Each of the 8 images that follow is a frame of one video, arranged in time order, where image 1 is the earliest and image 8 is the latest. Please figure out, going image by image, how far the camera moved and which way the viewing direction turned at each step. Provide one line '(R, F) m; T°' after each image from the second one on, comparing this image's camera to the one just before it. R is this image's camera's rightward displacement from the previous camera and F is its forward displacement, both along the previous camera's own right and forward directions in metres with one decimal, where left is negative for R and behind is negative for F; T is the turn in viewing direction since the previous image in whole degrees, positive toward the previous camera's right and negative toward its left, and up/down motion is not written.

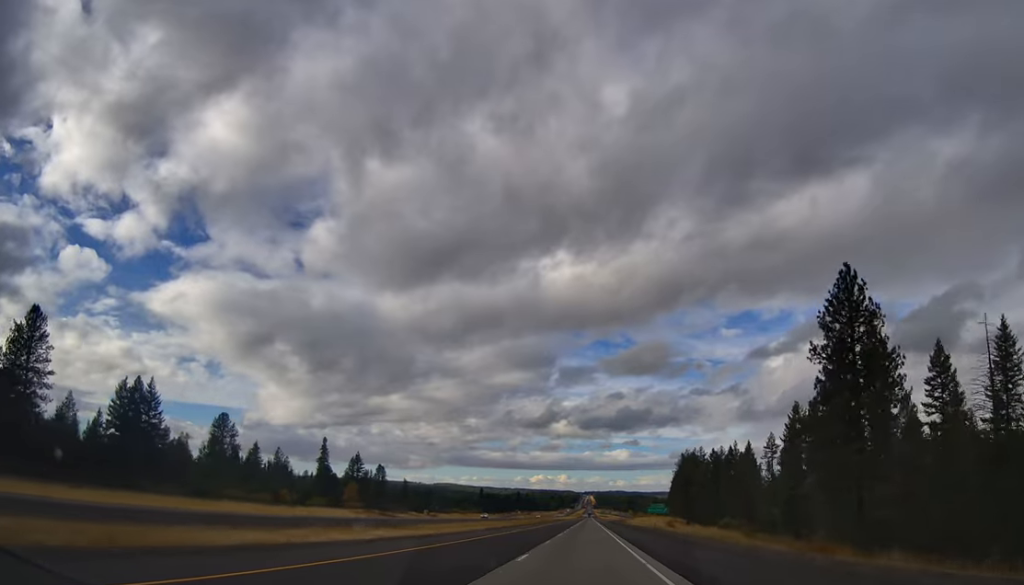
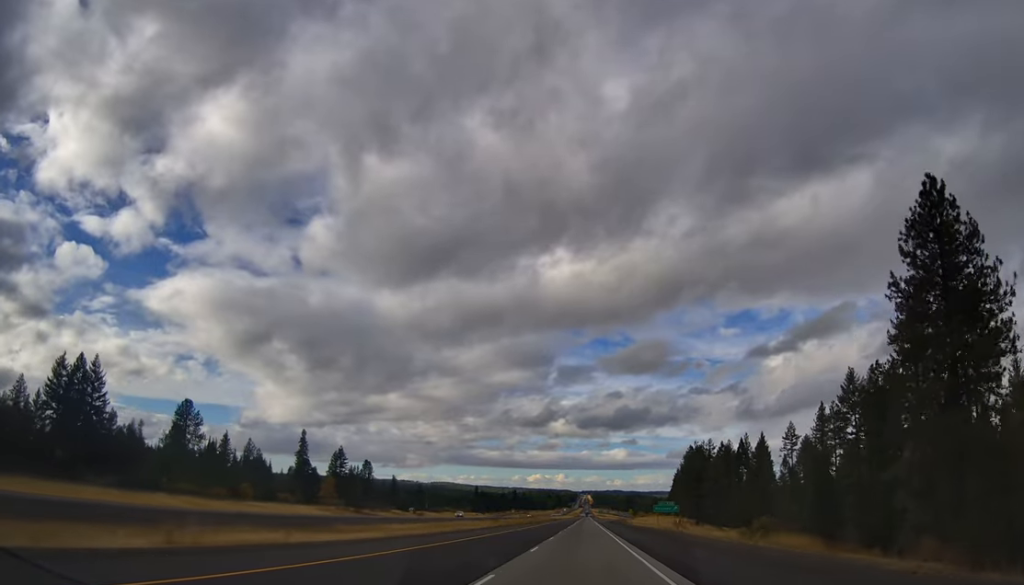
(-0.3, +19.9) m; 0°
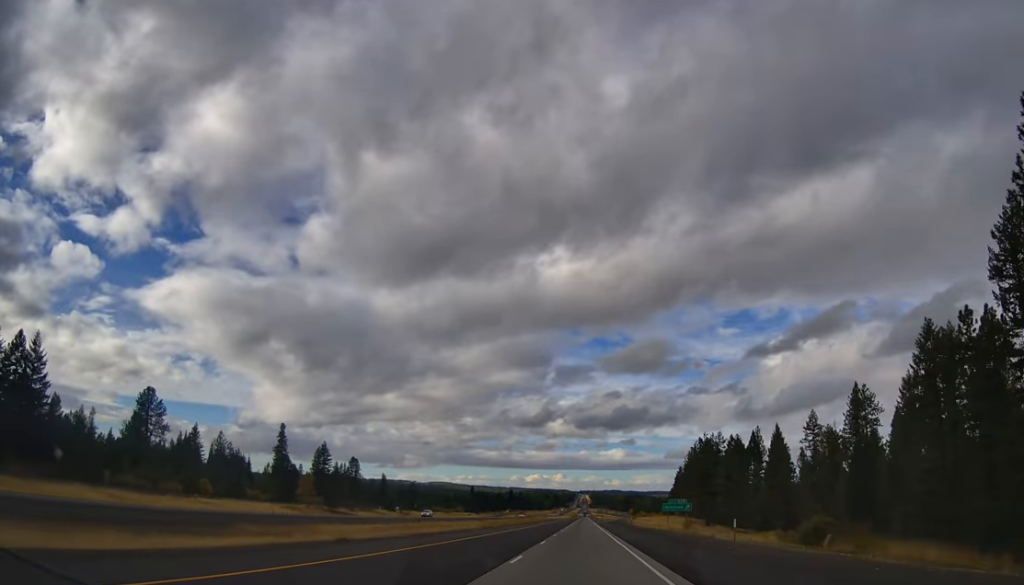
(+0.3, +17.7) m; +1°
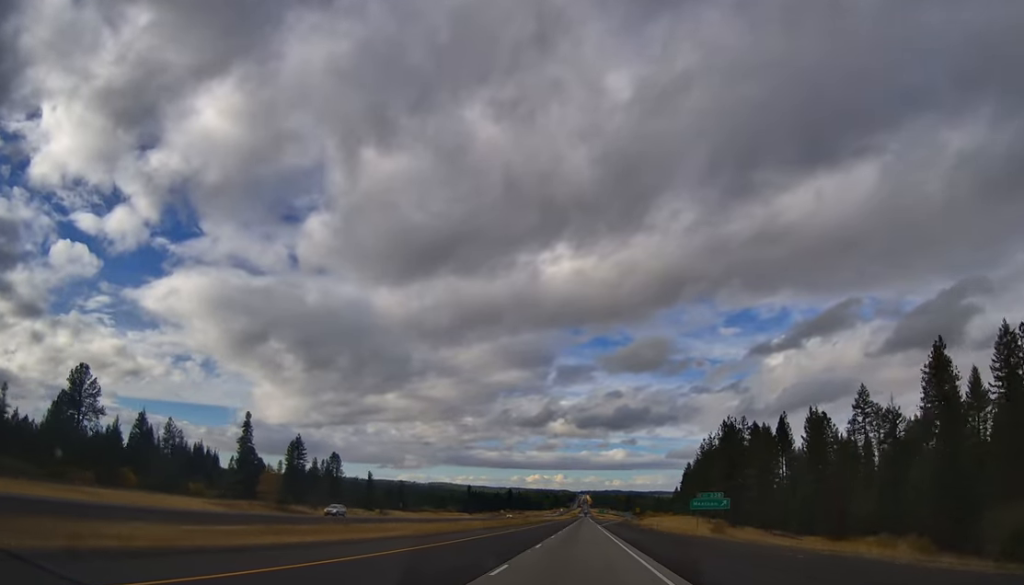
(+0.2, +27.9) m; 0°
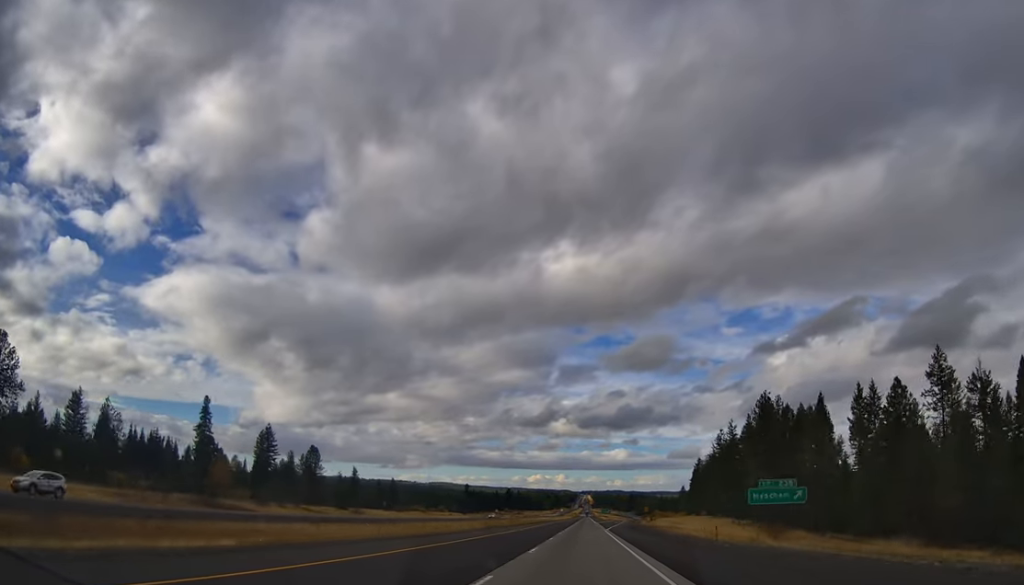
(0.0, +28.1) m; 0°
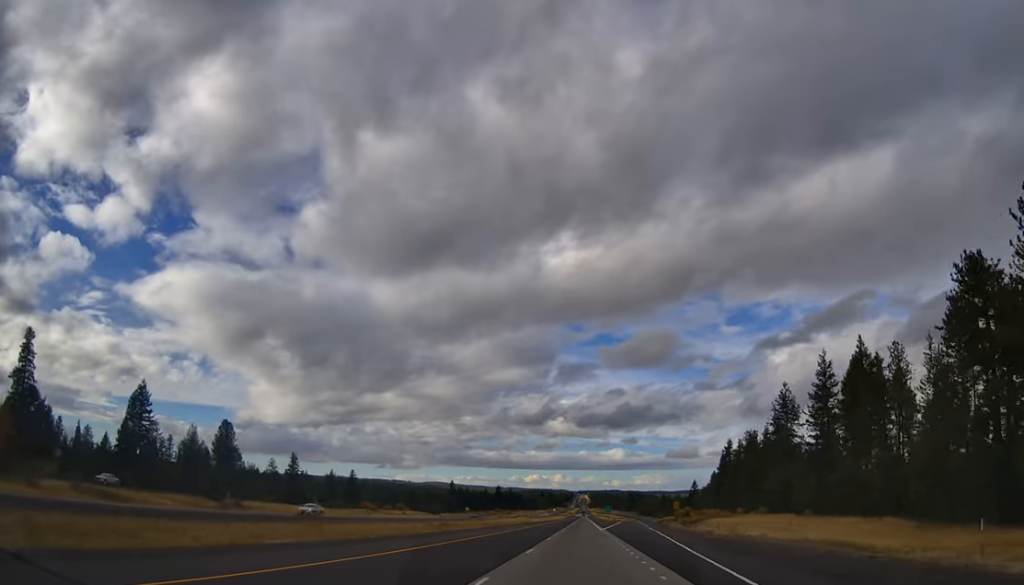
(+0.5, +74.4) m; 0°
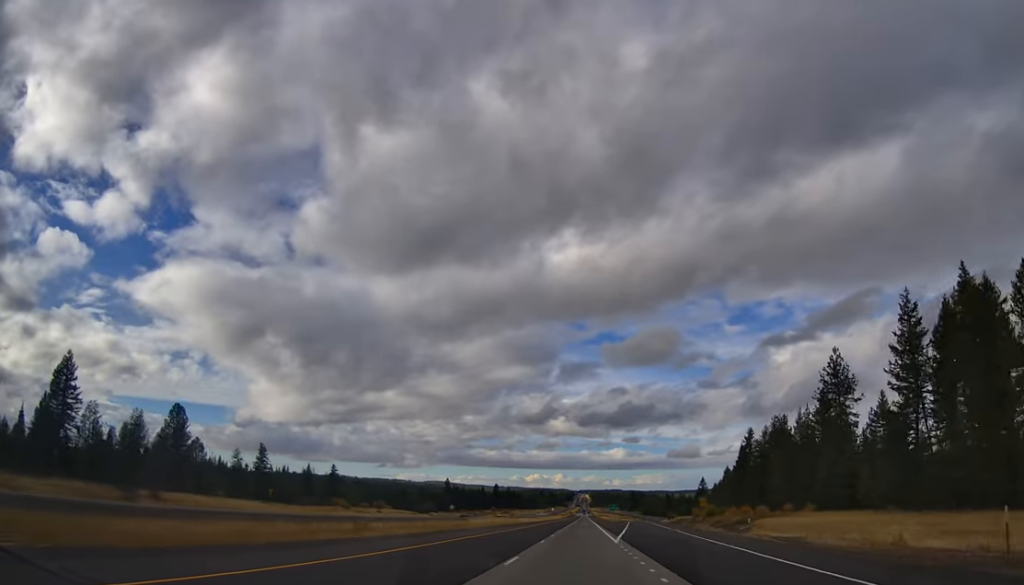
(-0.3, +30.4) m; -1°
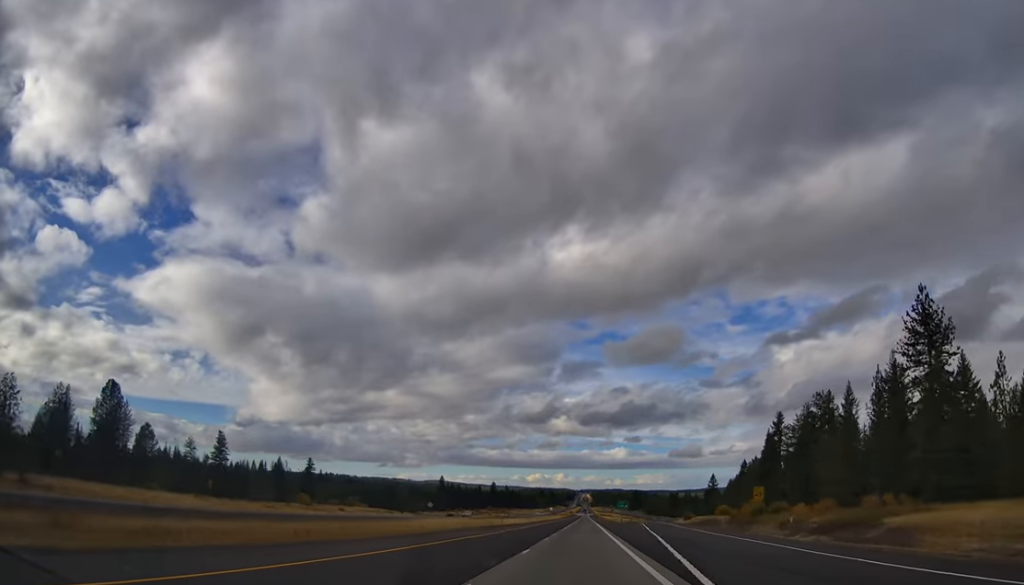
(0.0, +32.6) m; 0°
